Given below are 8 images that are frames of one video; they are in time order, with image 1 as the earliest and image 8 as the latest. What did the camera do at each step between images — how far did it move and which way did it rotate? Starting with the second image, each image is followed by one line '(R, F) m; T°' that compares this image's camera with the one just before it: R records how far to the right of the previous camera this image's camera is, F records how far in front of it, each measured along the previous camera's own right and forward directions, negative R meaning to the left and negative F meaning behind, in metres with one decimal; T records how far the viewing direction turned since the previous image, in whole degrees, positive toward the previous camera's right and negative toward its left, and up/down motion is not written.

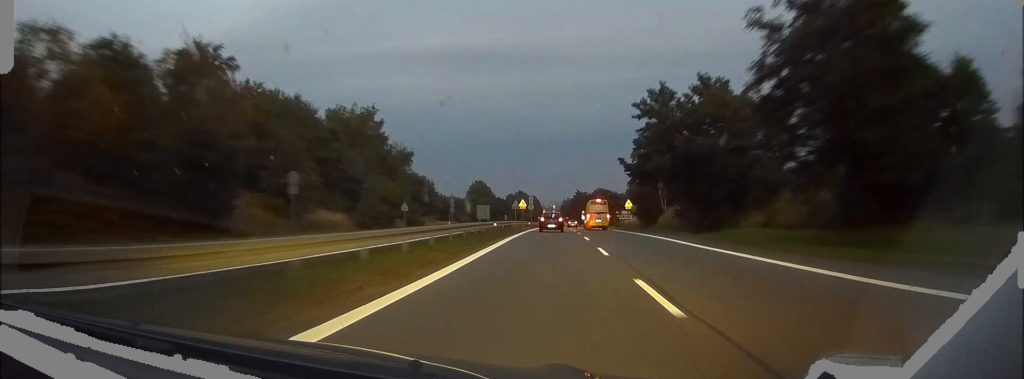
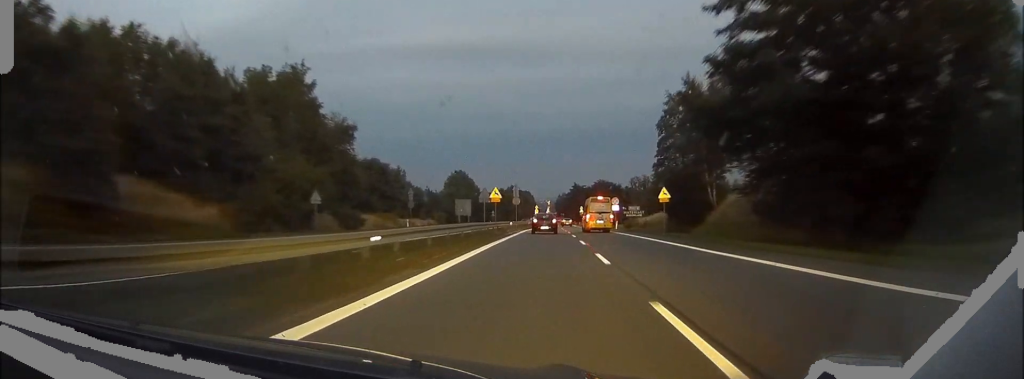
(+0.1, +27.3) m; 0°
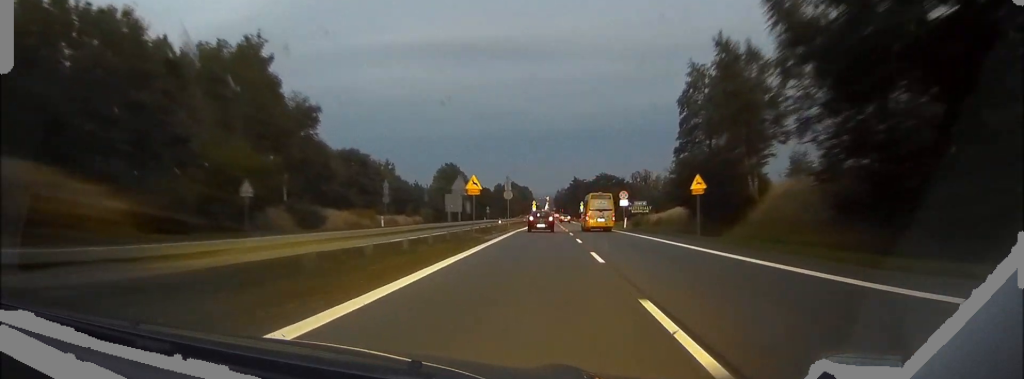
(0.0, +11.6) m; 0°
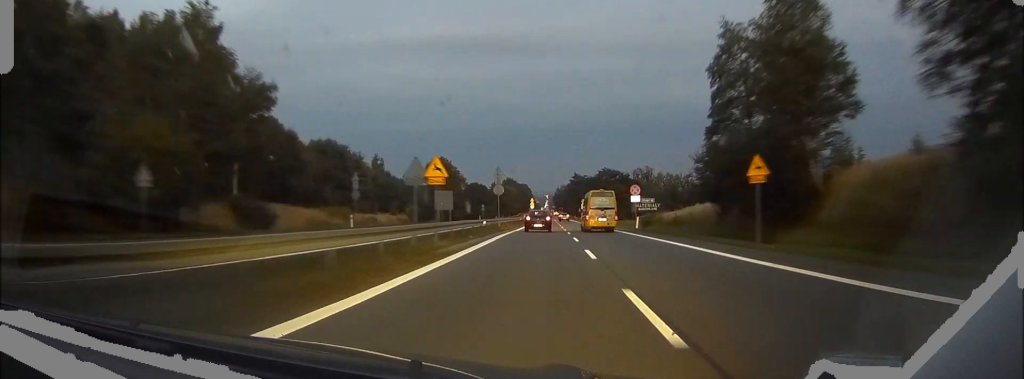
(0.0, +10.7) m; 0°
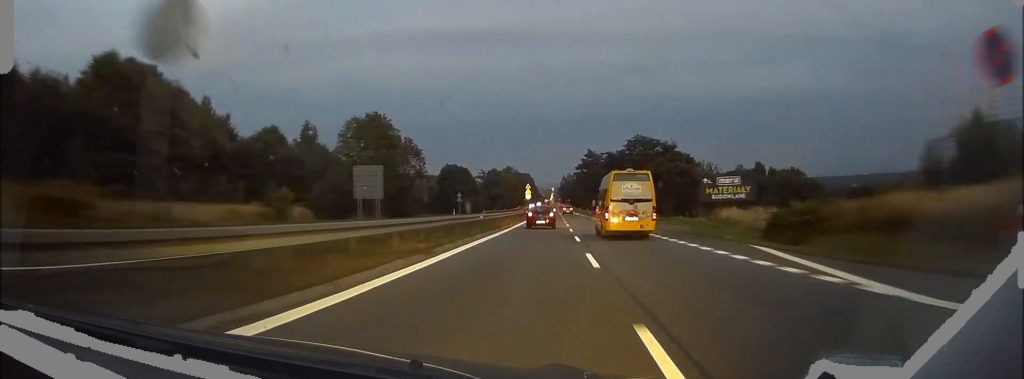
(-0.2, +50.8) m; 0°
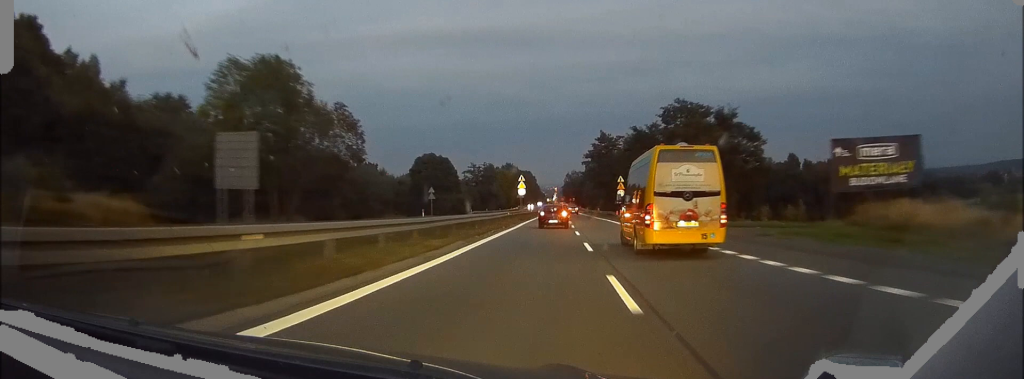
(0.0, +30.3) m; 0°
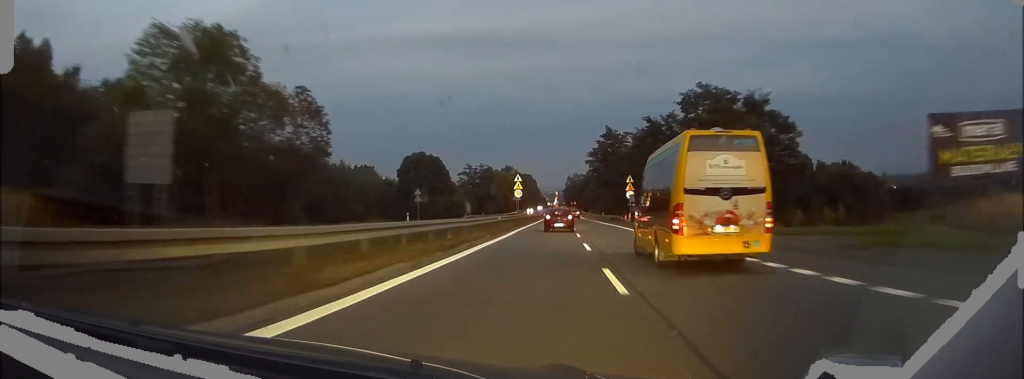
(0.0, +9.8) m; 0°
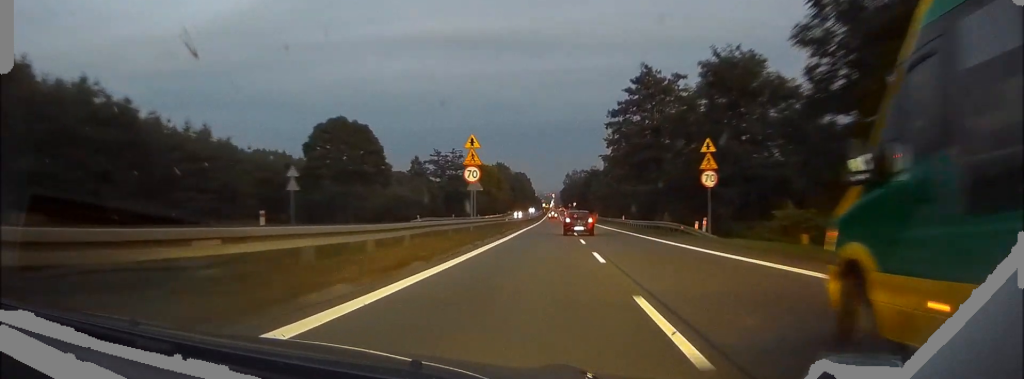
(-0.1, +39.6) m; 0°
